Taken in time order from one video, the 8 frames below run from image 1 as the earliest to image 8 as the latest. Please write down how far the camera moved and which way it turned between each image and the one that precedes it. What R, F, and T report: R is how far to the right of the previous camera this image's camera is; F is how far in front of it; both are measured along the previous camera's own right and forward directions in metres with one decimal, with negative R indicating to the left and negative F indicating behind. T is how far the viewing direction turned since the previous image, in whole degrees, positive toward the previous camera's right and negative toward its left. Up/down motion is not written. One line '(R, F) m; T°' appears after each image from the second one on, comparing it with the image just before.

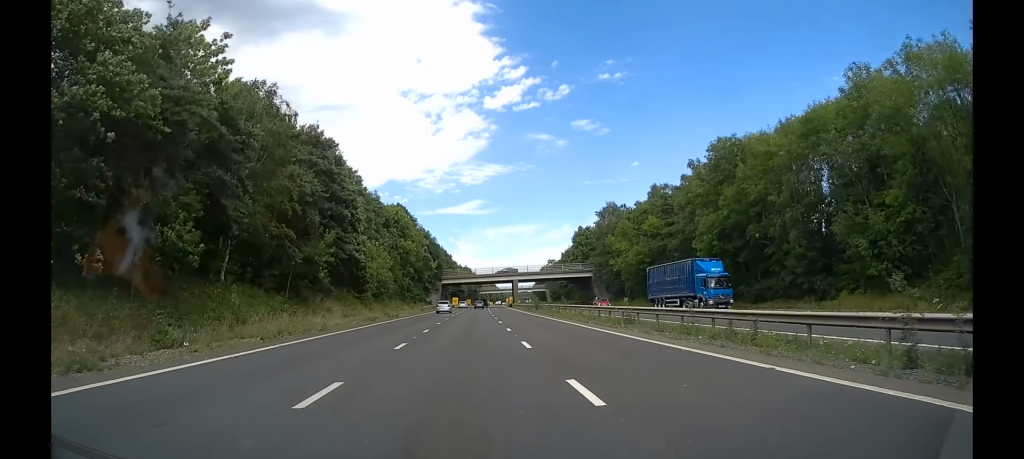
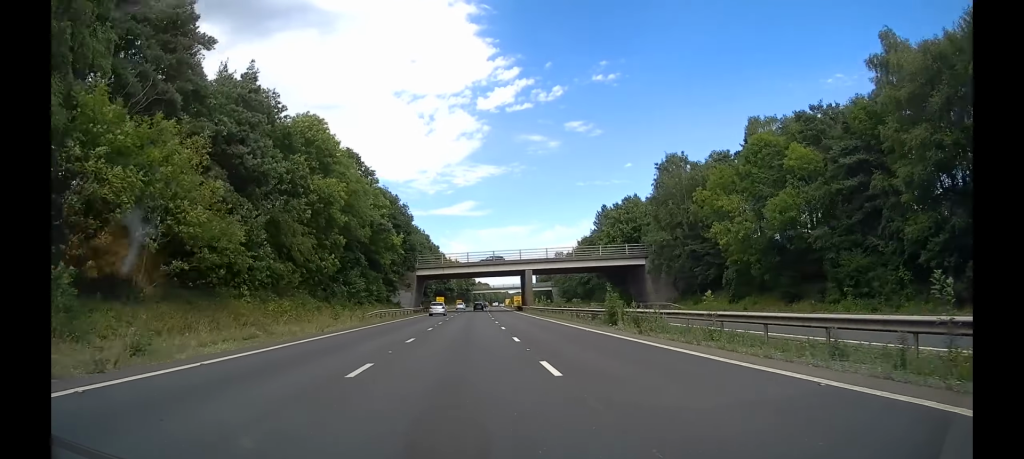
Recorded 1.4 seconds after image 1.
(+0.3, +42.9) m; +2°
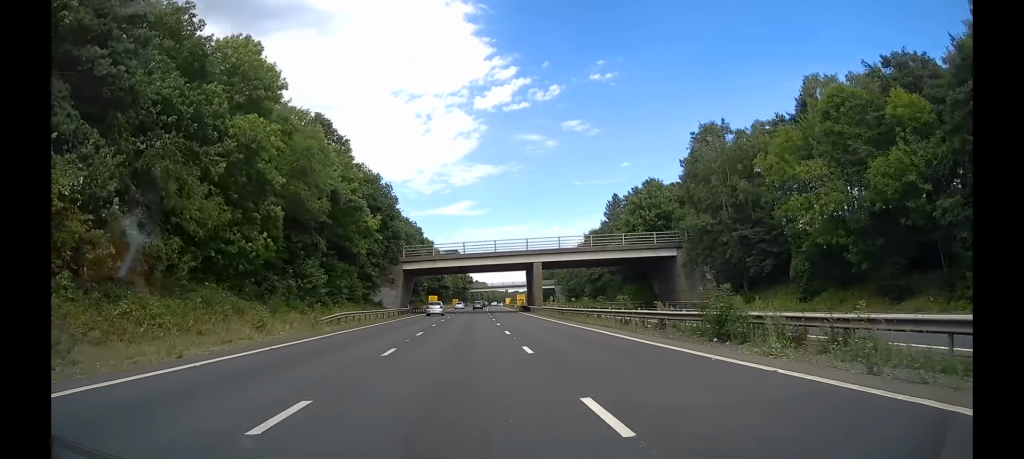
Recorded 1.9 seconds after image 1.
(+0.1, +14.2) m; +1°
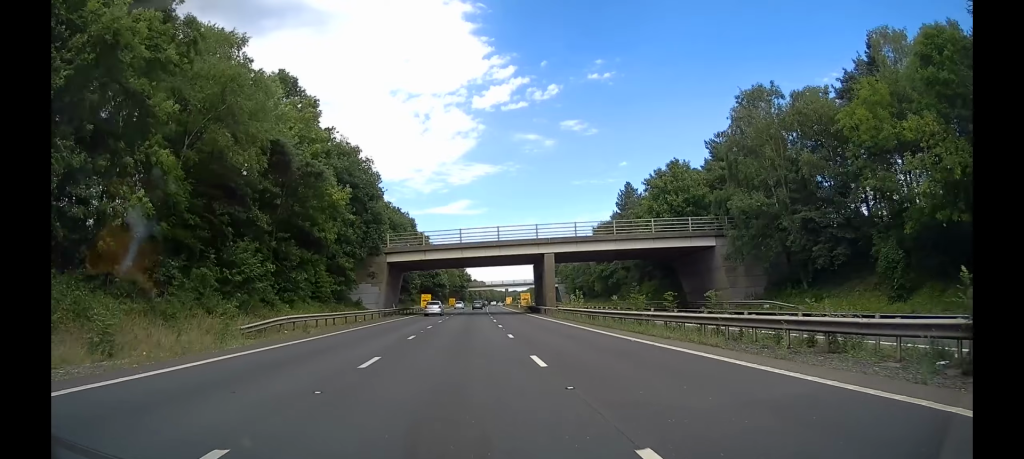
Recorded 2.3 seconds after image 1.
(+0.1, +11.9) m; 0°
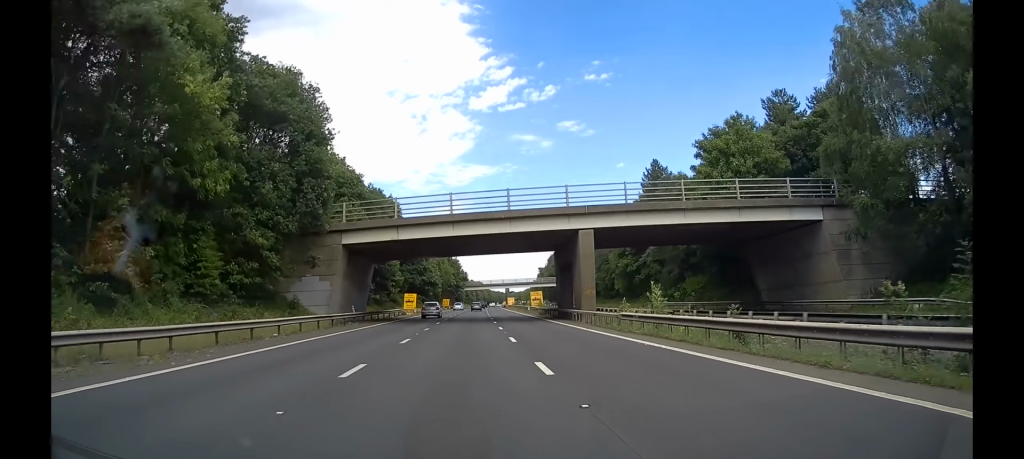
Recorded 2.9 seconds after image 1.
(+0.1, +19.6) m; 0°
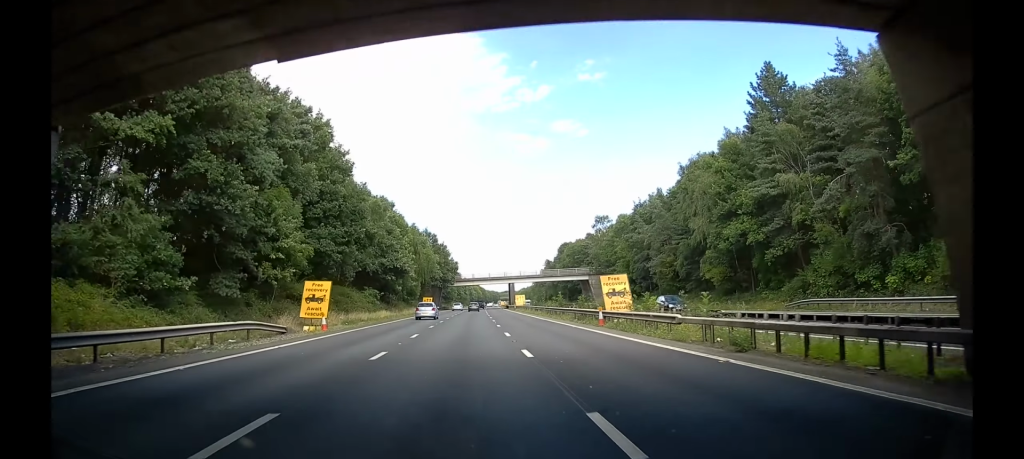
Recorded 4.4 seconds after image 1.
(+0.1, +41.8) m; 0°
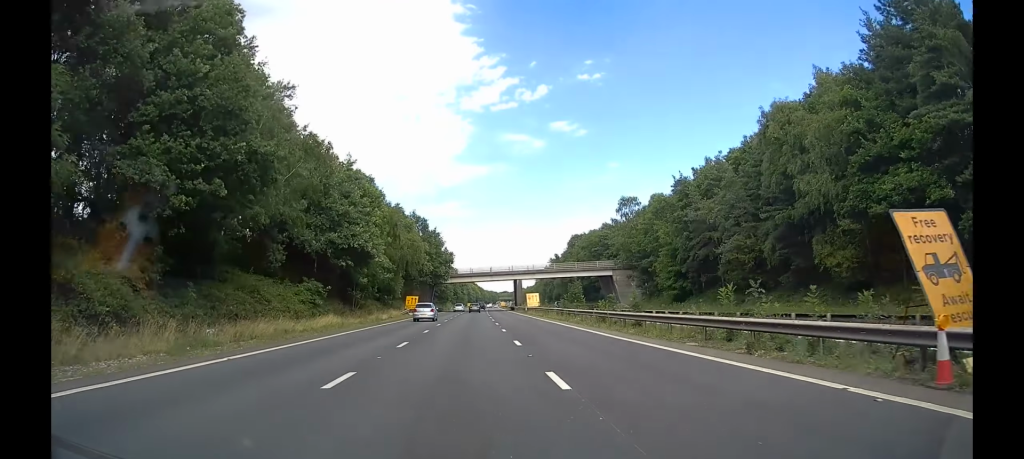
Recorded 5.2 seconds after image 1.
(0.0, +22.8) m; 0°
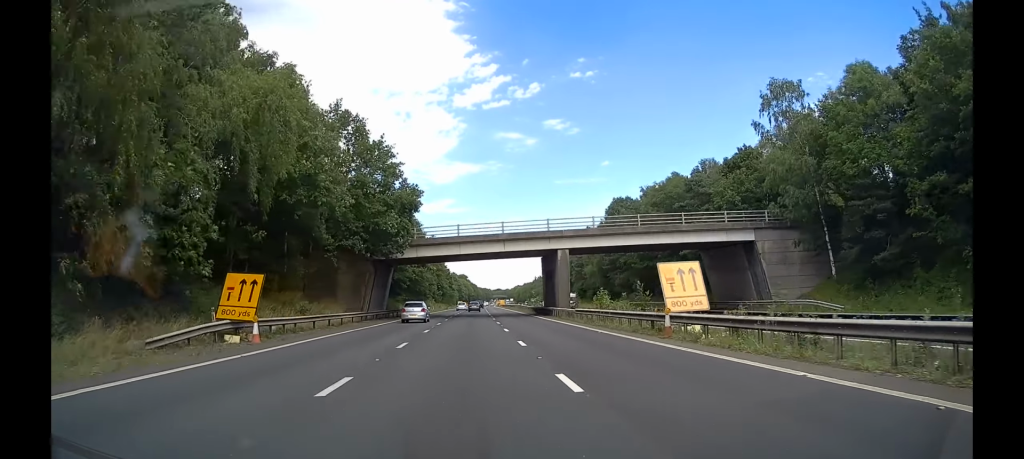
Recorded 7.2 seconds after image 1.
(+0.5, +55.1) m; +1°
